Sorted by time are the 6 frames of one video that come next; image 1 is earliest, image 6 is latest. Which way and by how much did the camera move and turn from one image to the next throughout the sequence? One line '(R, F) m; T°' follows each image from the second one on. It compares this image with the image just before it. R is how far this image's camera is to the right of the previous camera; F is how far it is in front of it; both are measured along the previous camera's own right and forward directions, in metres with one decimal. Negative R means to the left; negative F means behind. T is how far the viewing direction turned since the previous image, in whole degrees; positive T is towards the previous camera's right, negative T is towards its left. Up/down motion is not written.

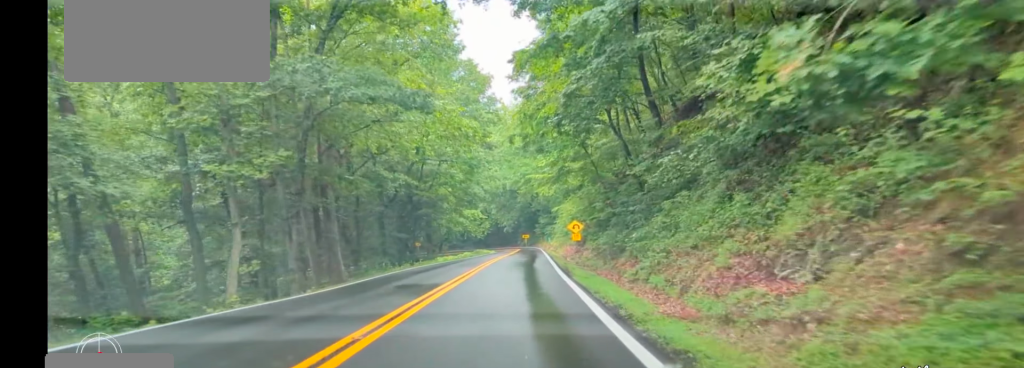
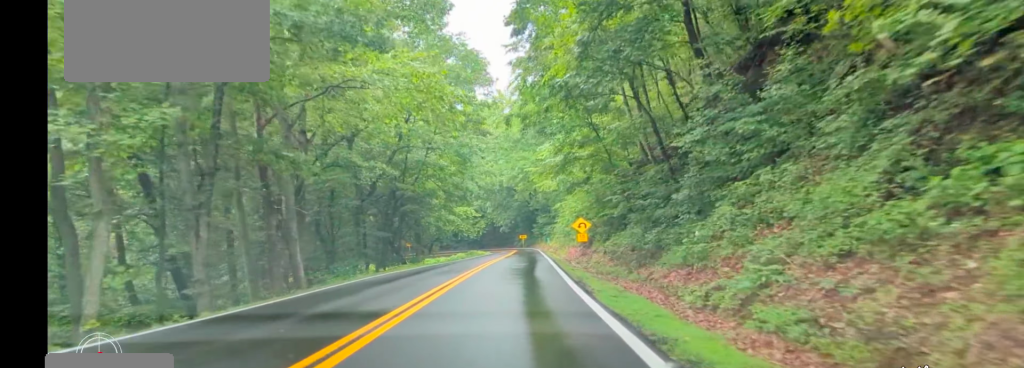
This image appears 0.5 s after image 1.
(-0.1, +6.8) m; +1°
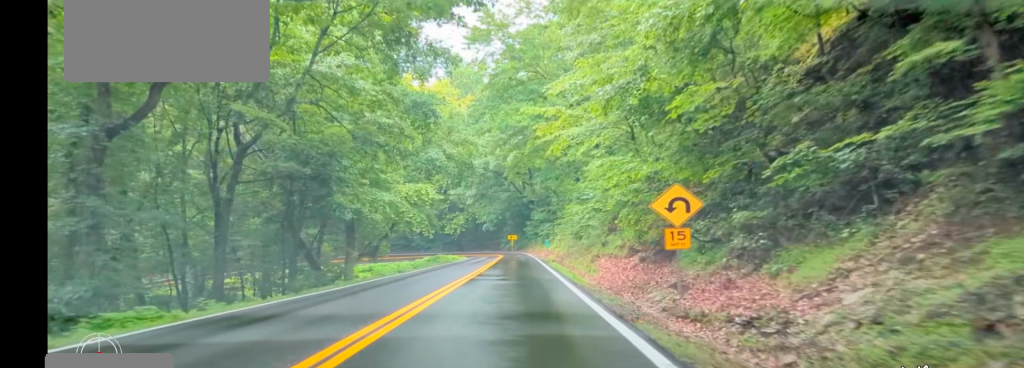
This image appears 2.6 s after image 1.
(+0.8, +27.8) m; 0°
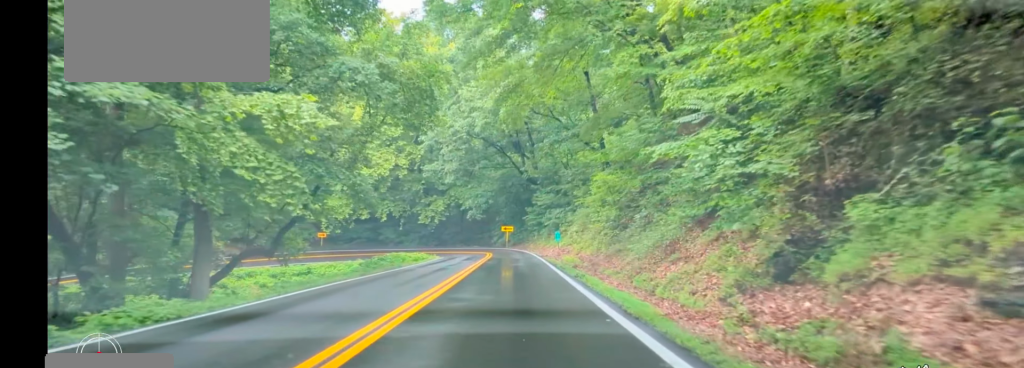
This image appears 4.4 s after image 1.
(-0.4, +24.4) m; -1°
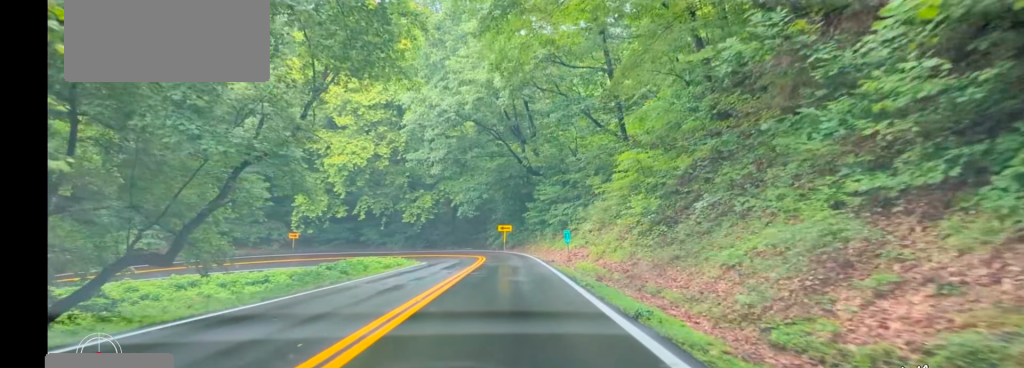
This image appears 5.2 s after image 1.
(+0.1, +10.0) m; +1°
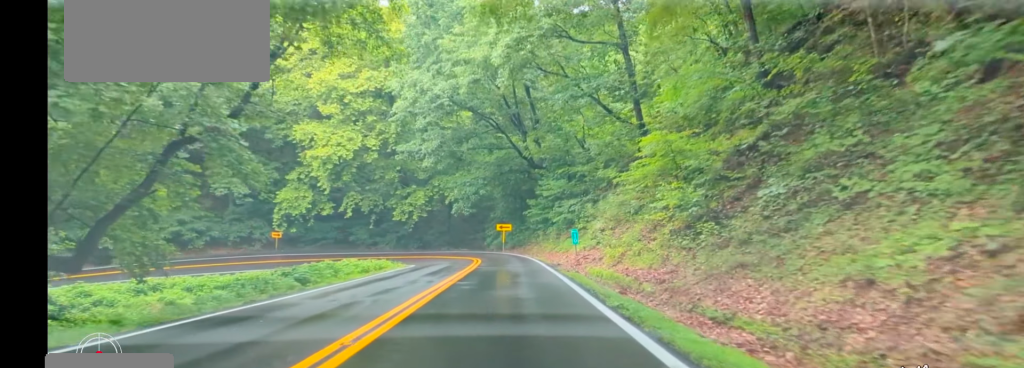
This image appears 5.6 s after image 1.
(0.0, +5.3) m; 0°
